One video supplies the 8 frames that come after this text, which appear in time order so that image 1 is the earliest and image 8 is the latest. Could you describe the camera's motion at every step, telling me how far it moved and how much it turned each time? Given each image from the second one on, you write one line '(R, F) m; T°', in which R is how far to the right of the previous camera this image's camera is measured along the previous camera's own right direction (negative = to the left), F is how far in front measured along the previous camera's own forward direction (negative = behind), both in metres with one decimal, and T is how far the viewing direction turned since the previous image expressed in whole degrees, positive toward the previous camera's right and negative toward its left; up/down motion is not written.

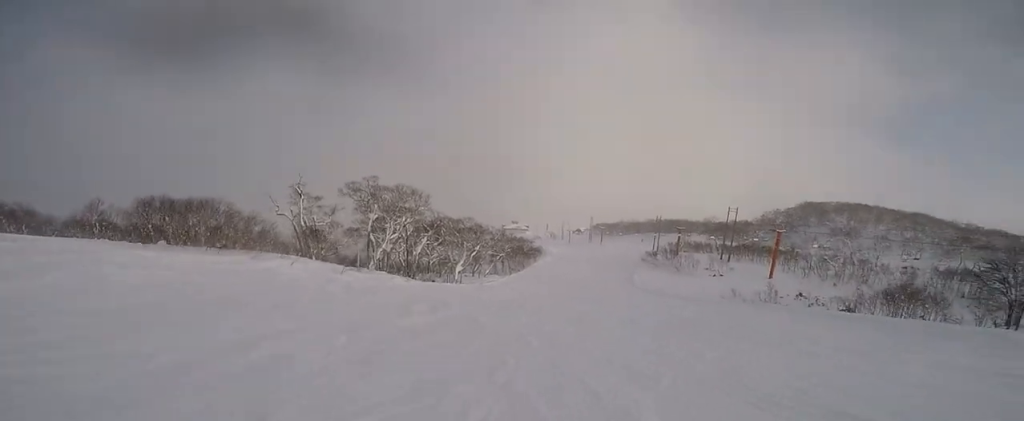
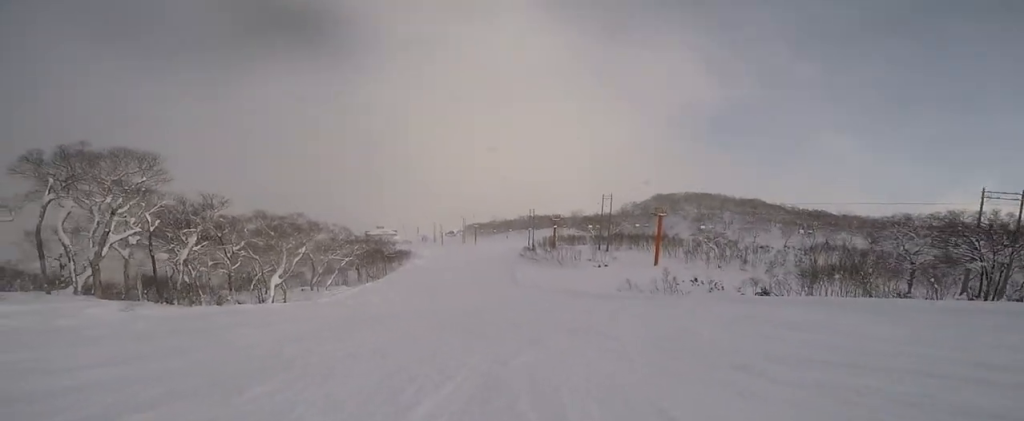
(+3.2, +14.4) m; +19°
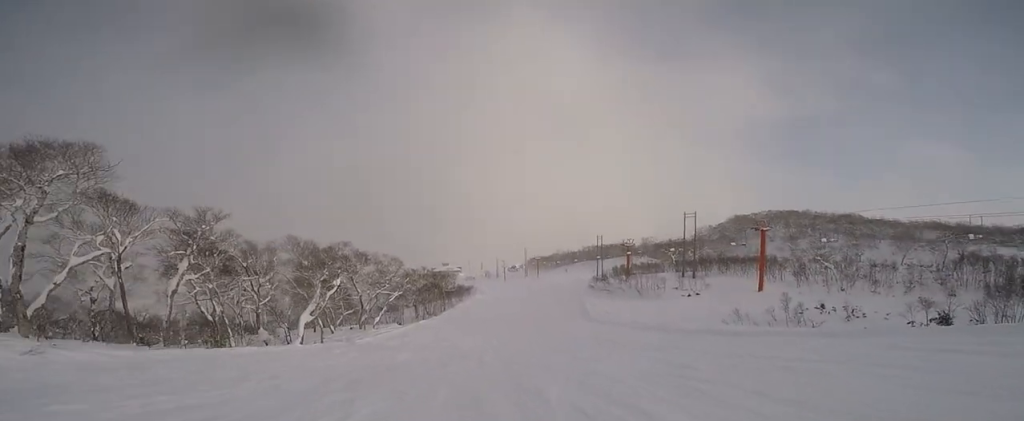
(-1.1, +9.9) m; -10°
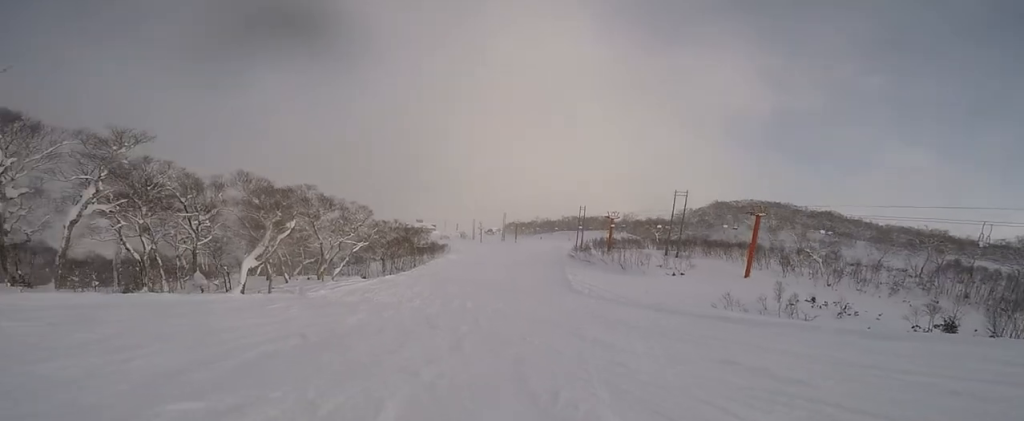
(-0.7, +4.3) m; 0°
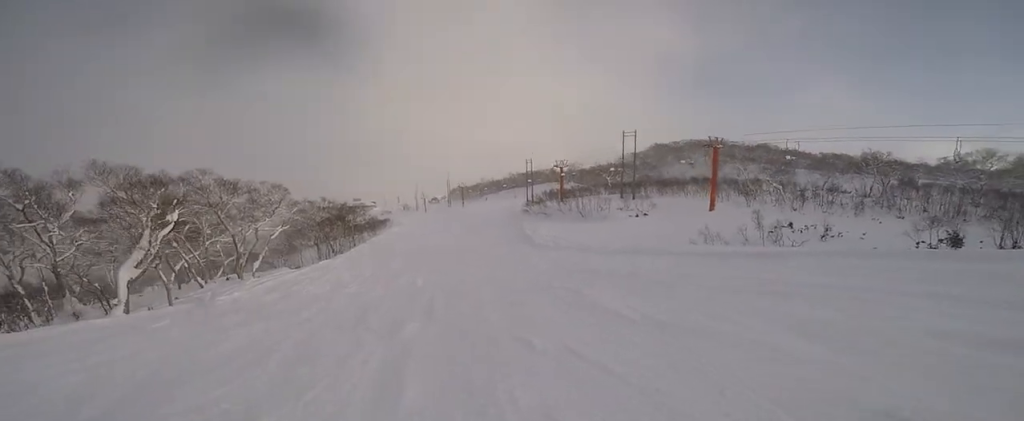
(+0.7, +5.8) m; 0°
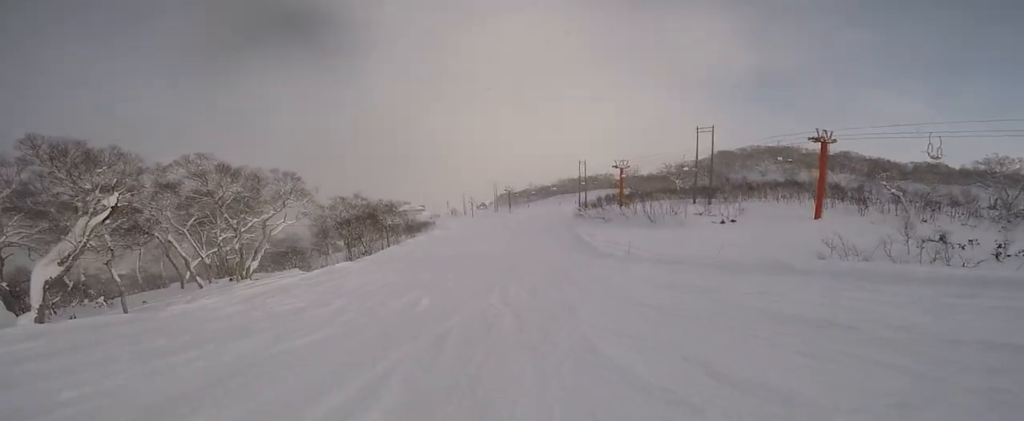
(-0.4, +9.3) m; +1°
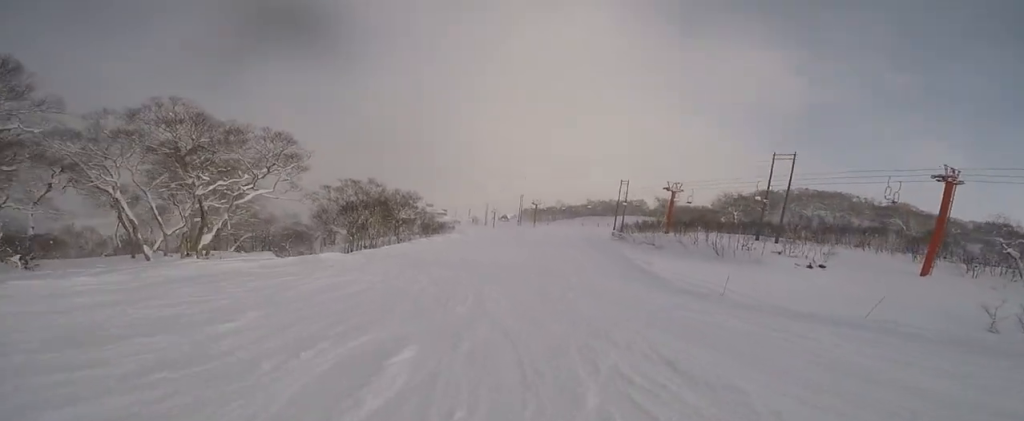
(+0.6, +8.8) m; +7°
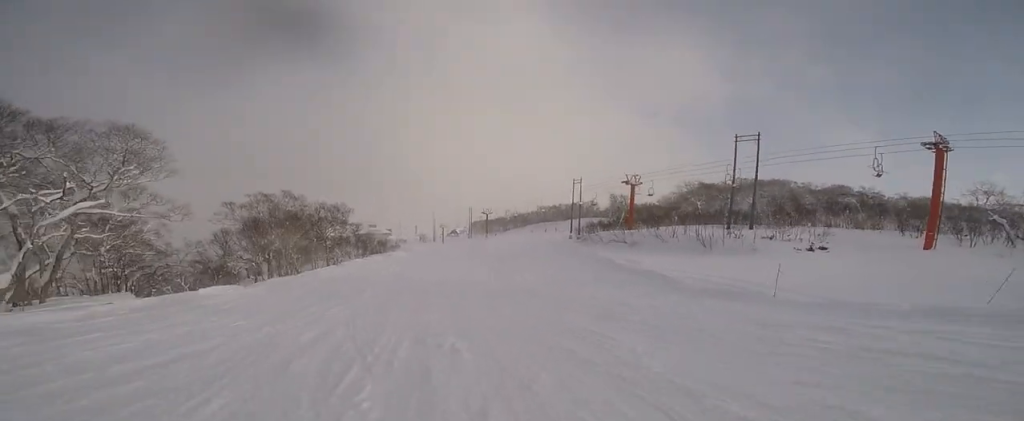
(+0.4, +7.3) m; +2°
